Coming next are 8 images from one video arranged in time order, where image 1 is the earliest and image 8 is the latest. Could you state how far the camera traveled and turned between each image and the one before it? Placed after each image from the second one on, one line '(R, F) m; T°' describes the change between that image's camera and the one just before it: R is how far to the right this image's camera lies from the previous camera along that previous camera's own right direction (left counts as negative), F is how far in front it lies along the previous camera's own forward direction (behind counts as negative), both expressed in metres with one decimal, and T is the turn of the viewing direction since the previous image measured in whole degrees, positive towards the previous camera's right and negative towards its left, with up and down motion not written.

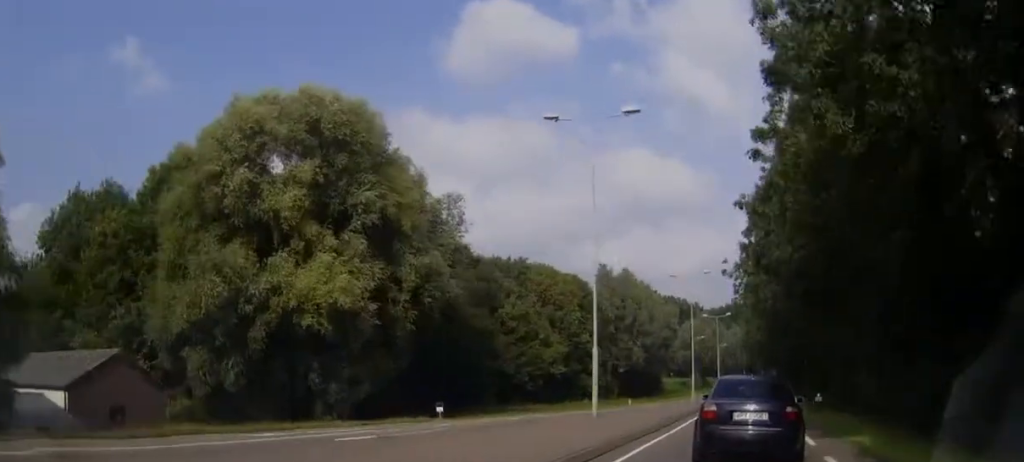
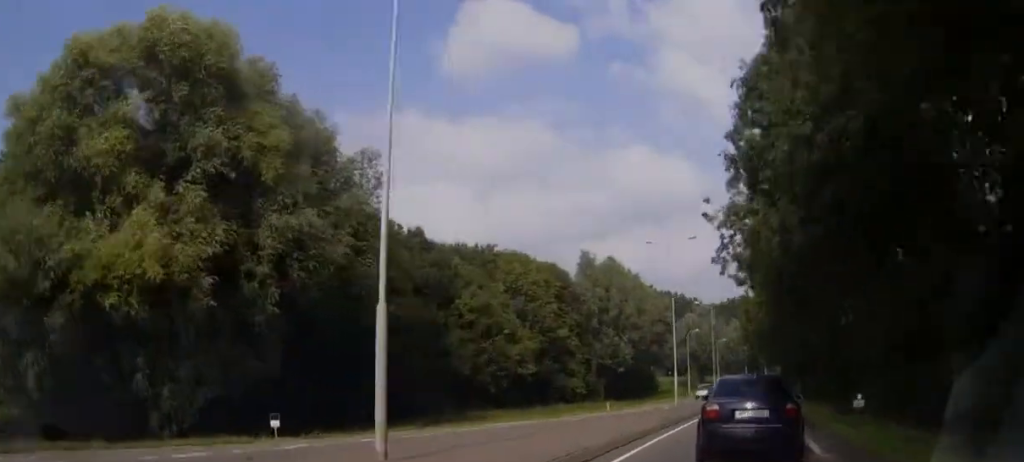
(0.0, +14.2) m; 0°
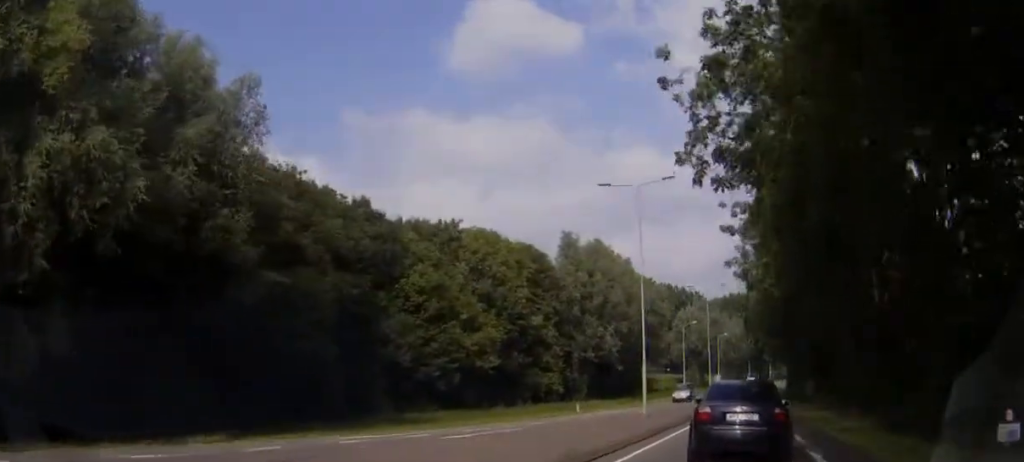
(0.0, +13.9) m; 0°
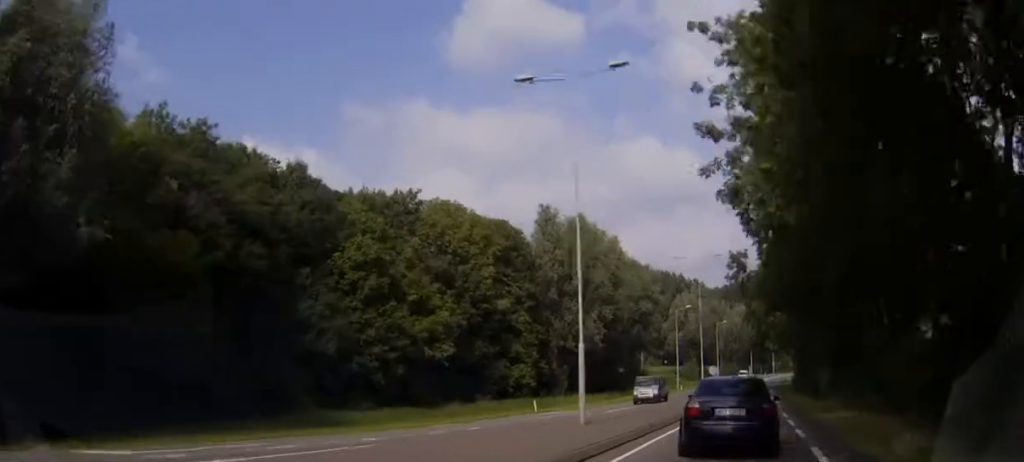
(0.0, +11.7) m; 0°
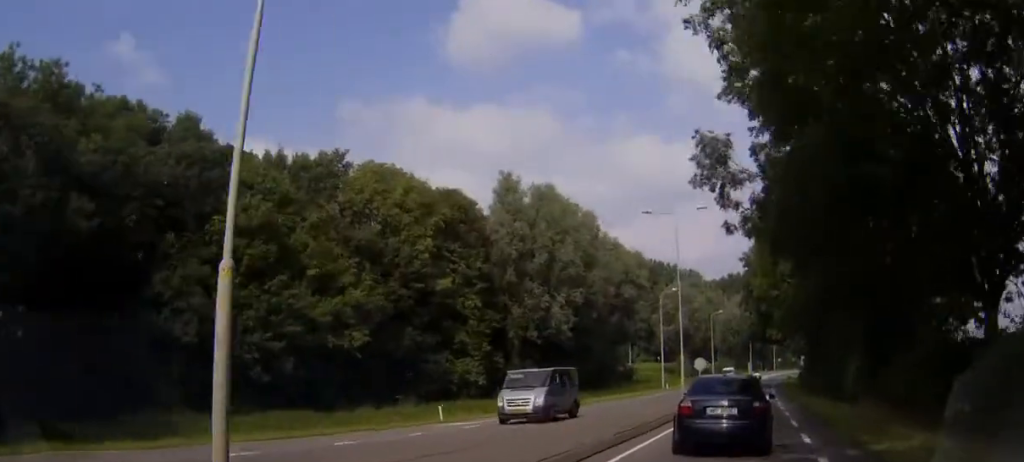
(-0.2, +14.5) m; +1°
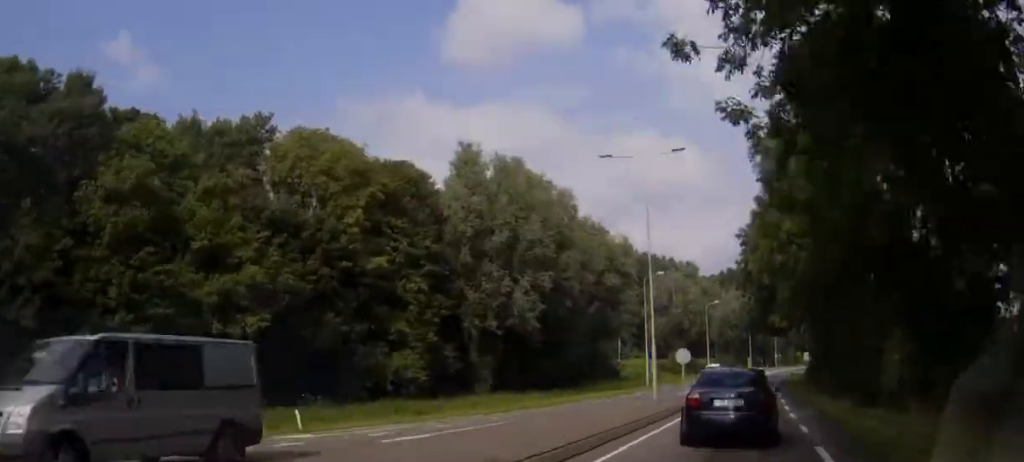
(+0.1, +10.9) m; +1°
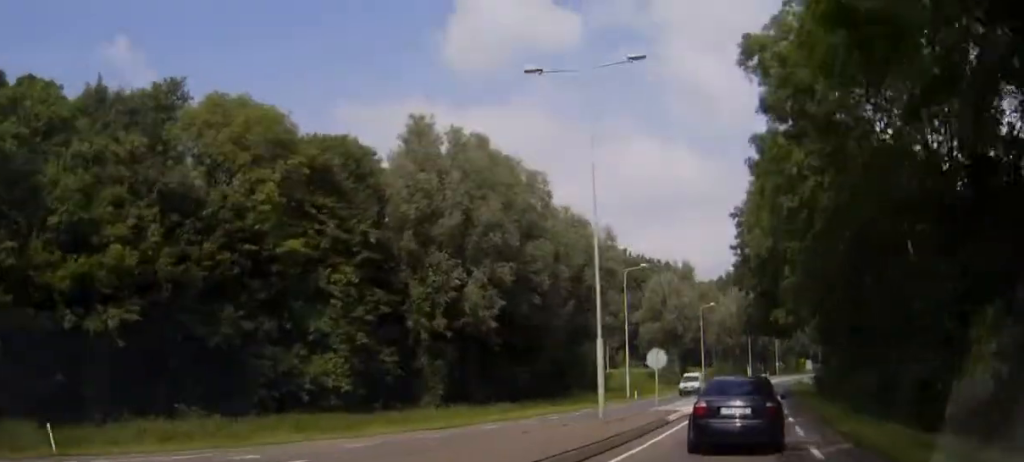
(+0.5, +9.5) m; +1°
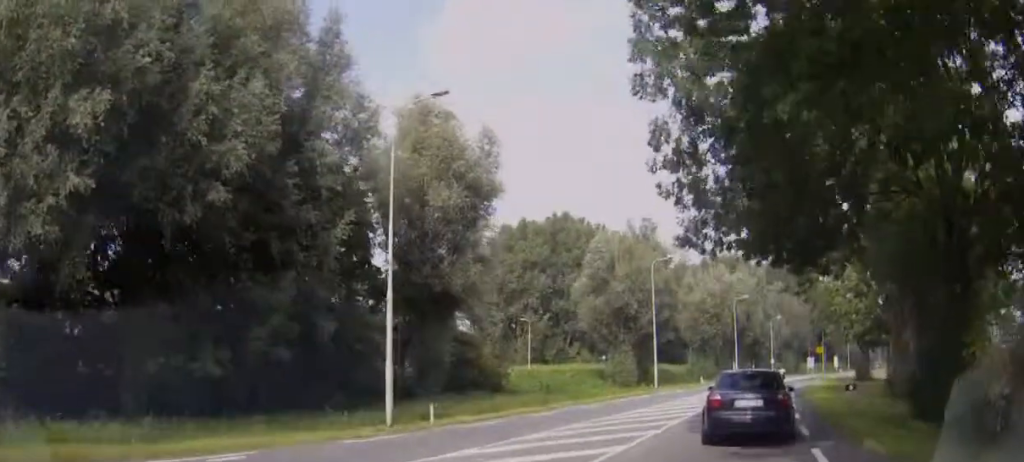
(-1.1, +35.6) m; -2°
